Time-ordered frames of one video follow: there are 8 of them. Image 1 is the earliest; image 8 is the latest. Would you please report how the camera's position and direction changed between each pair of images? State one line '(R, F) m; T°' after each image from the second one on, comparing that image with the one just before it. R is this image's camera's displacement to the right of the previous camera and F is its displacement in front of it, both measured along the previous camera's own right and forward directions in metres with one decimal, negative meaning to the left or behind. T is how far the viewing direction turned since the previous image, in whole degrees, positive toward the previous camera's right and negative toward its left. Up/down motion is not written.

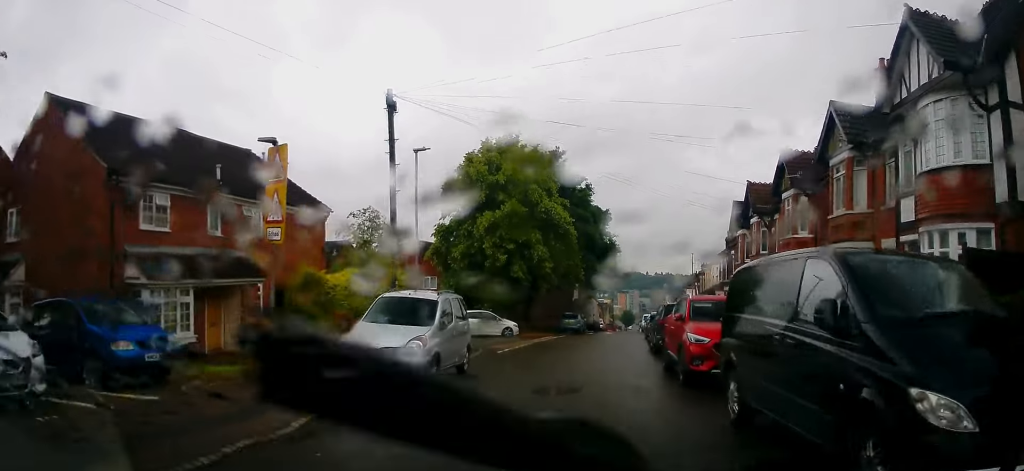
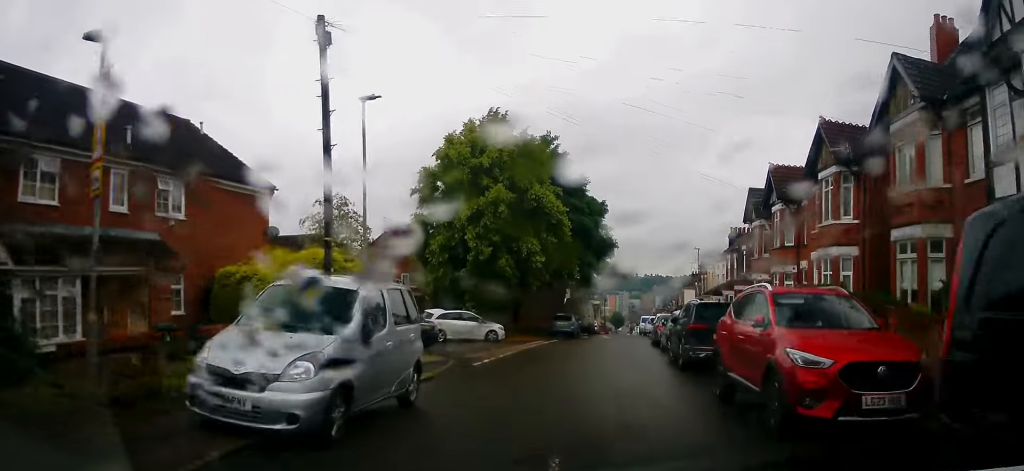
(0.0, +4.1) m; +3°
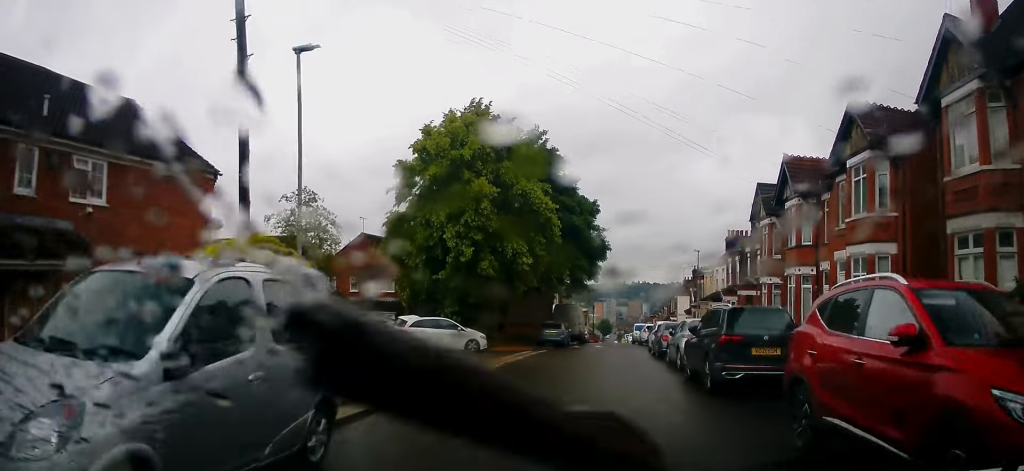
(+0.1, +2.7) m; +4°
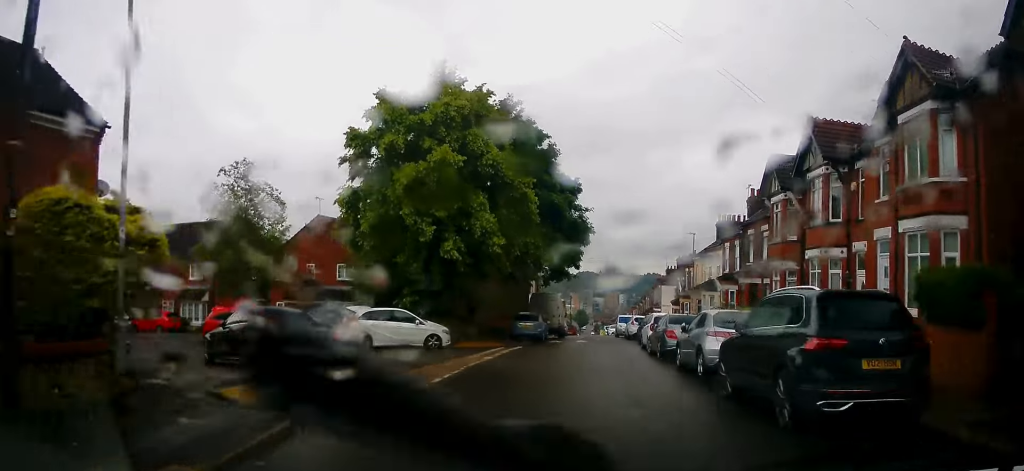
(+0.2, +3.9) m; 0°
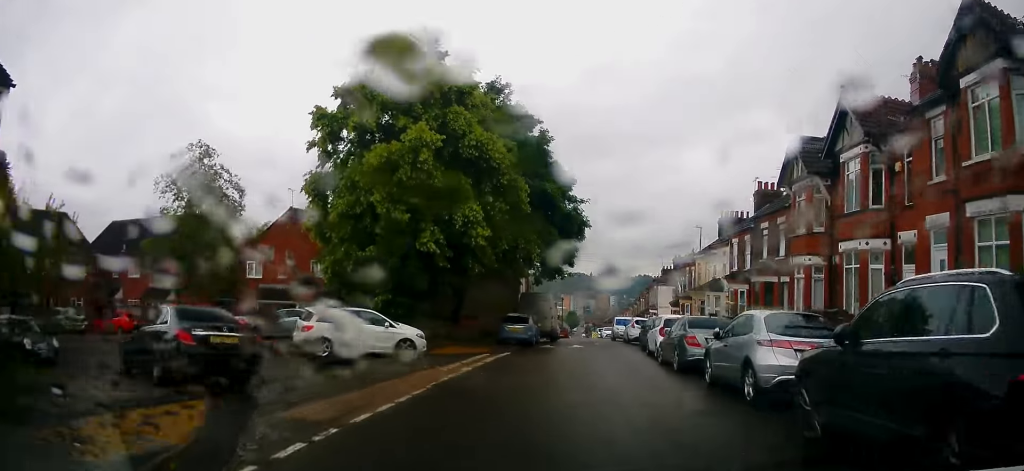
(0.0, +3.1) m; 0°
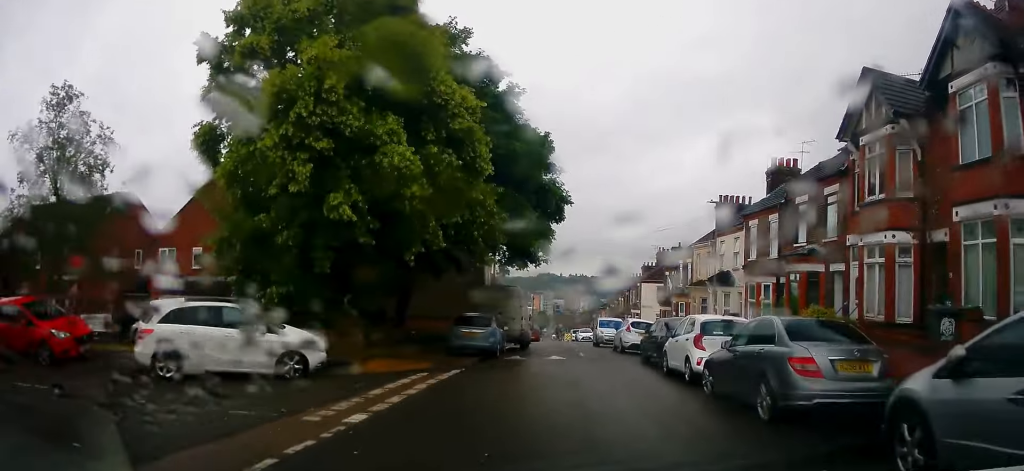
(-0.1, +7.1) m; +3°
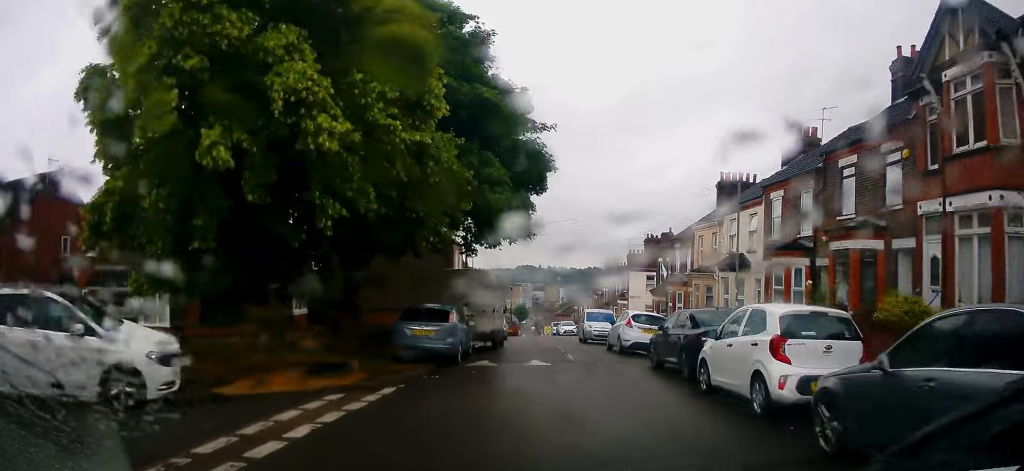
(+0.2, +4.9) m; +3°
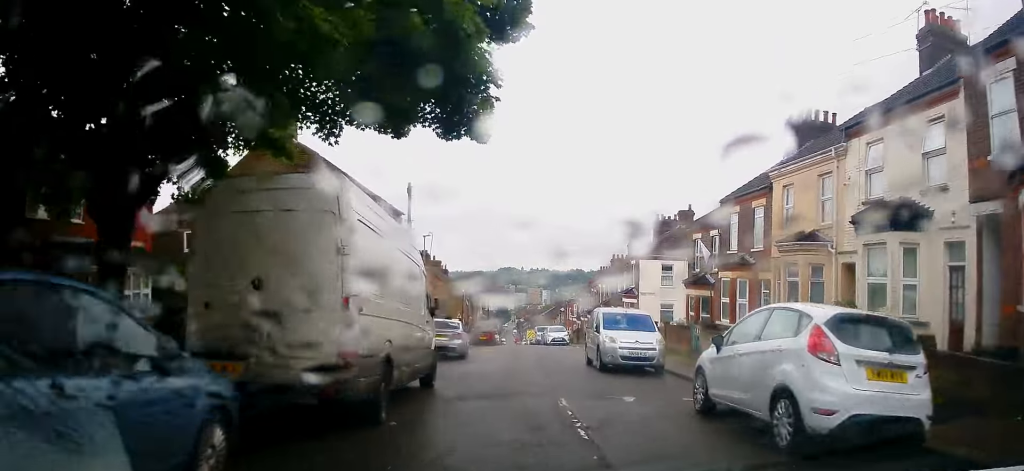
(+0.2, +13.4) m; +4°
